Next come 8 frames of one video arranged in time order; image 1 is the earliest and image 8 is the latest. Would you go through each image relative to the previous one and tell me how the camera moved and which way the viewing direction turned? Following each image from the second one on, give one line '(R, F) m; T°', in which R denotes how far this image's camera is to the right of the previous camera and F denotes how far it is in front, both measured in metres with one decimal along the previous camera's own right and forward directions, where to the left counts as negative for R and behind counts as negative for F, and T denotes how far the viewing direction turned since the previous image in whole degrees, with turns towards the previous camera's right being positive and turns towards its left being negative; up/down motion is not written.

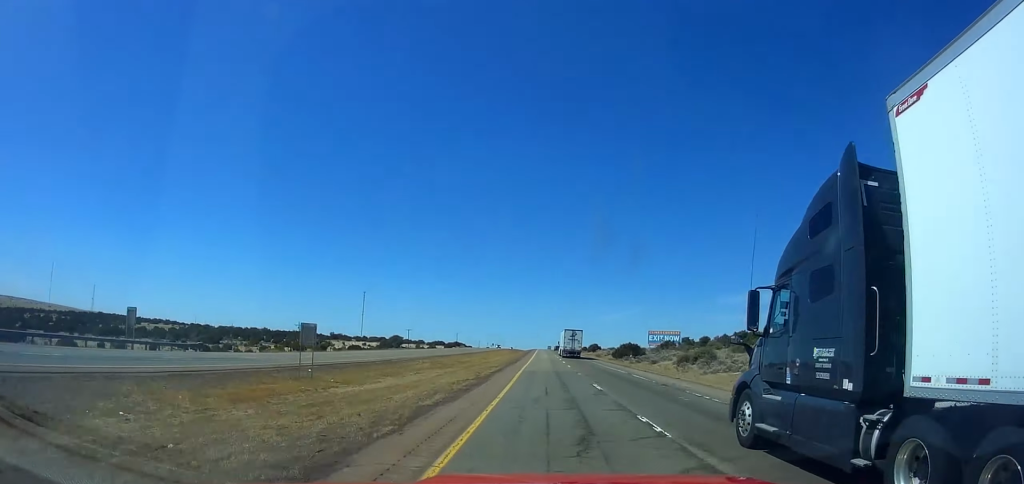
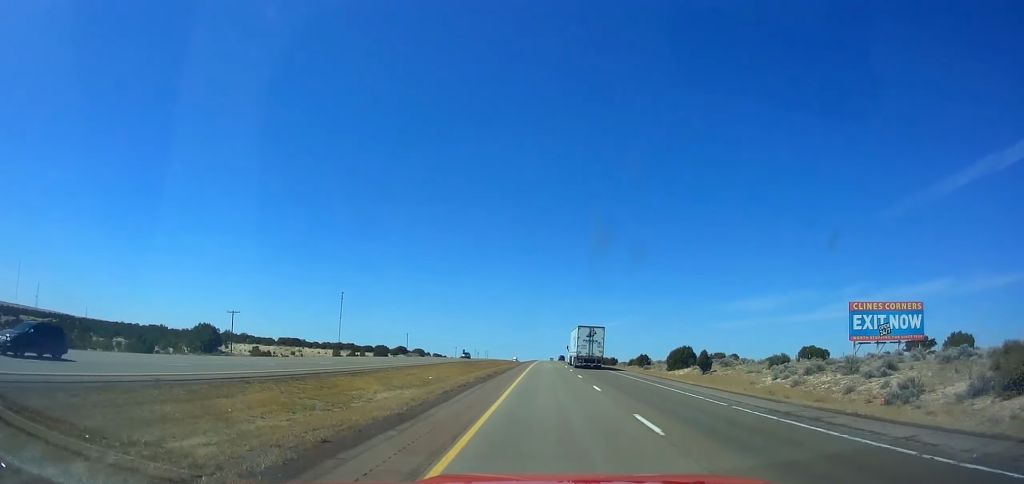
(+0.8, +145.1) m; 0°
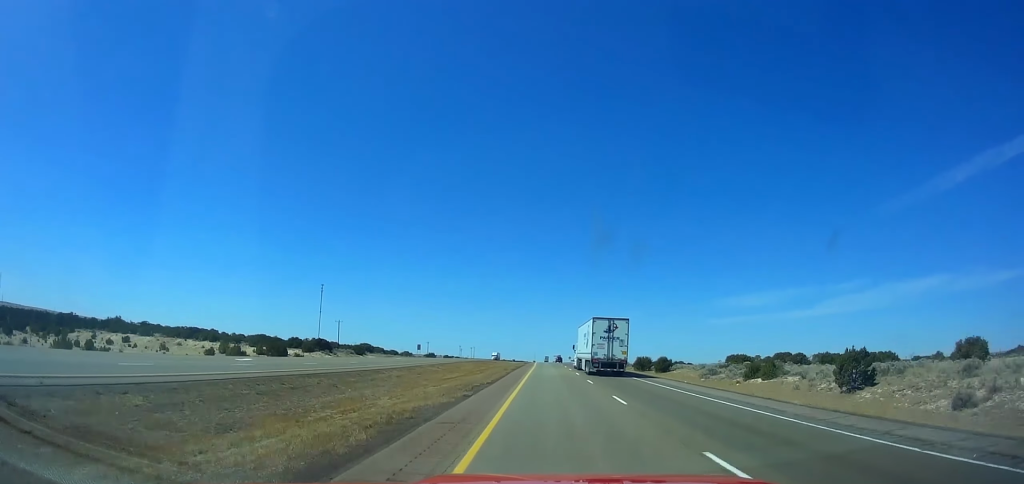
(+0.3, +77.9) m; 0°
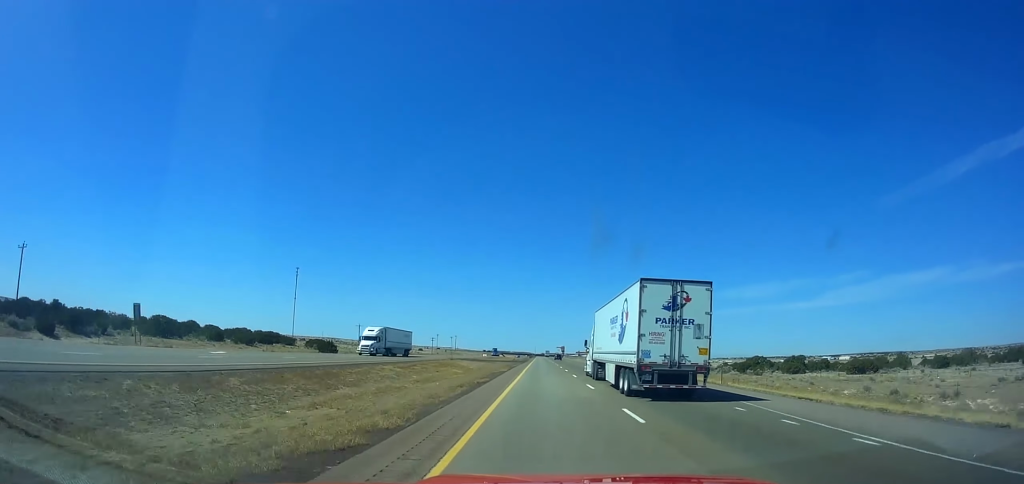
(-0.8, +113.4) m; 0°
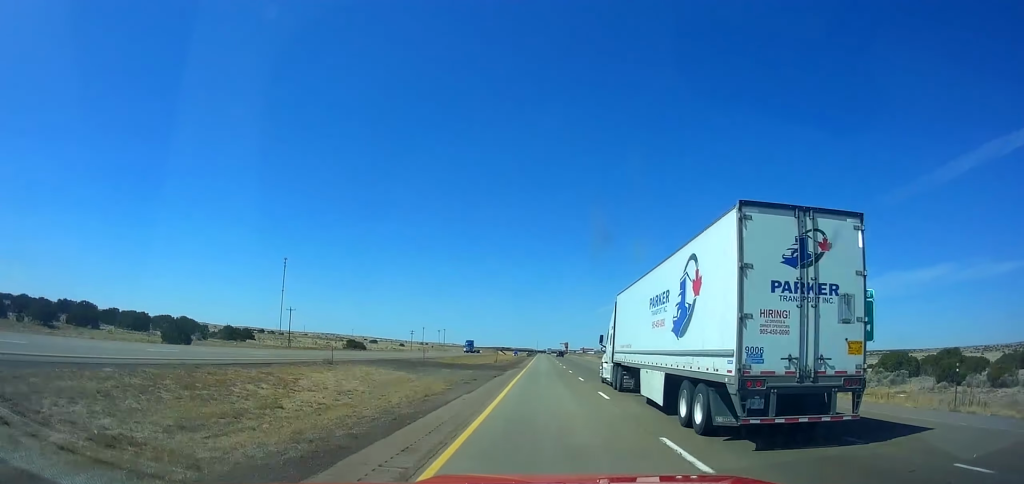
(0.0, +53.4) m; 0°
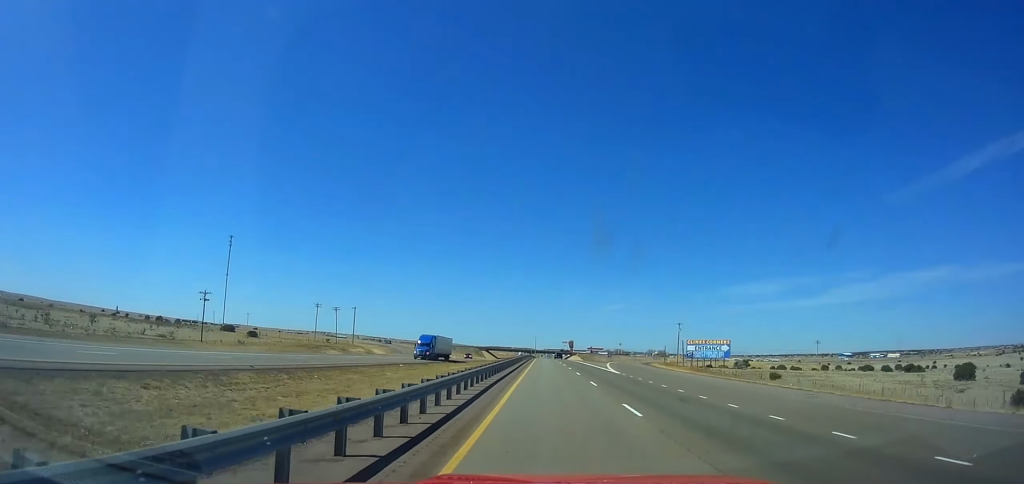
(-0.1, +160.9) m; 0°
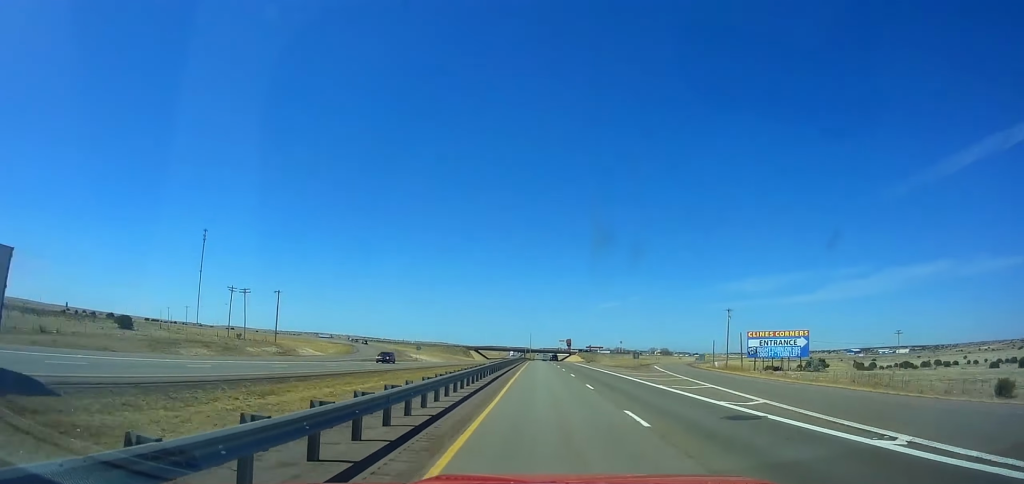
(-0.1, +50.2) m; 0°
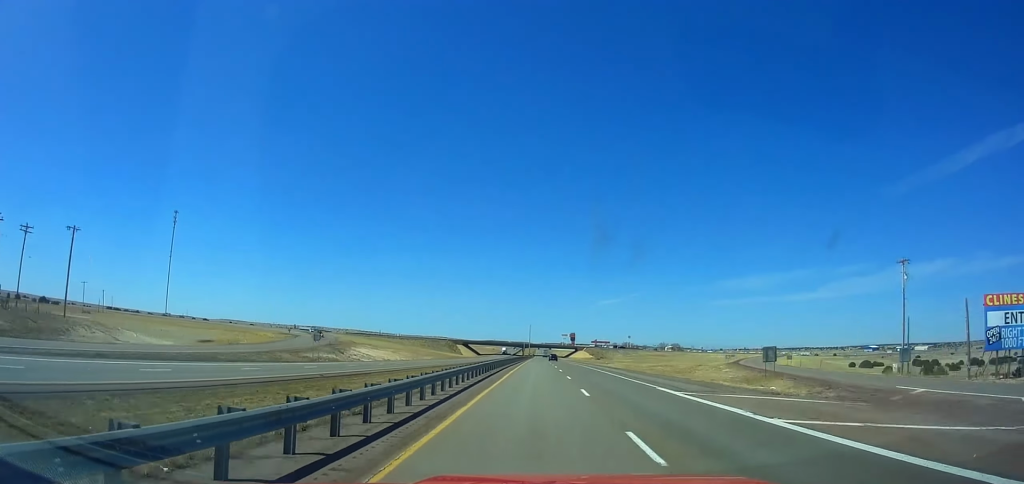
(+0.2, +64.5) m; 0°
